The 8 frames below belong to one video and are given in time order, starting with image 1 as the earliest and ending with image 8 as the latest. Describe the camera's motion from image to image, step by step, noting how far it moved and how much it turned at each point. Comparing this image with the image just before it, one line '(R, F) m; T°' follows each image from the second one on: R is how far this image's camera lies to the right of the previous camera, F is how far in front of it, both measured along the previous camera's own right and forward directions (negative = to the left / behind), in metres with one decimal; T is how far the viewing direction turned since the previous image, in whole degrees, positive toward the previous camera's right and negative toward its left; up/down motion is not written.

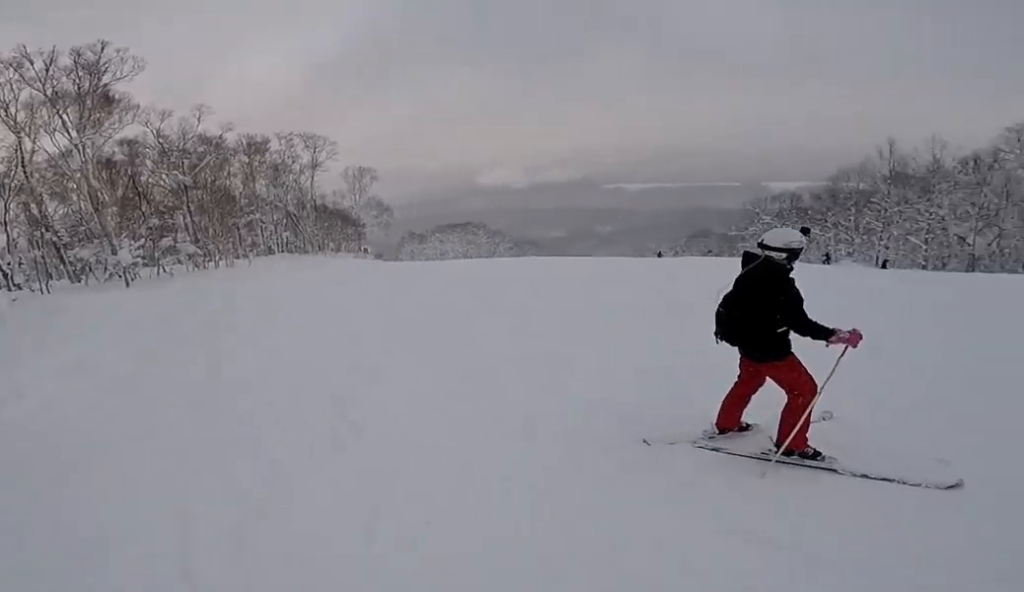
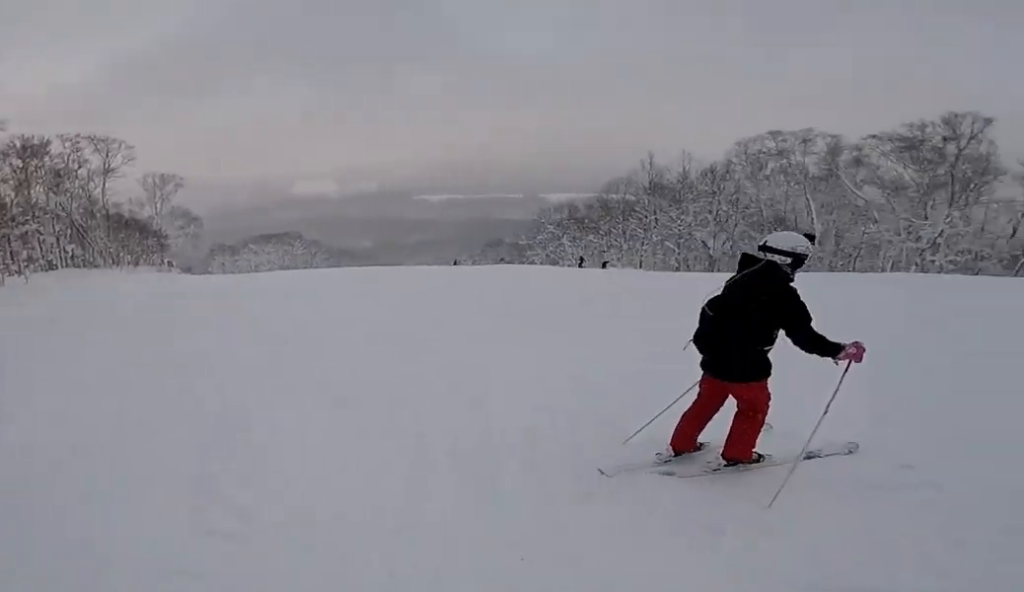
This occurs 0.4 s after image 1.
(+0.3, +1.1) m; +8°
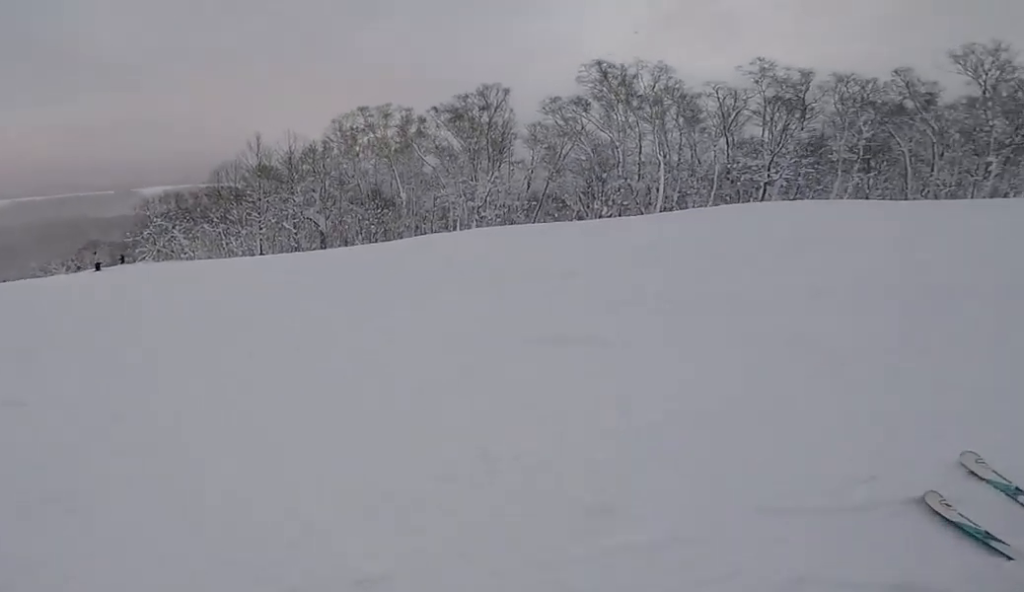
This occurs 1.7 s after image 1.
(+0.5, +3.9) m; +29°
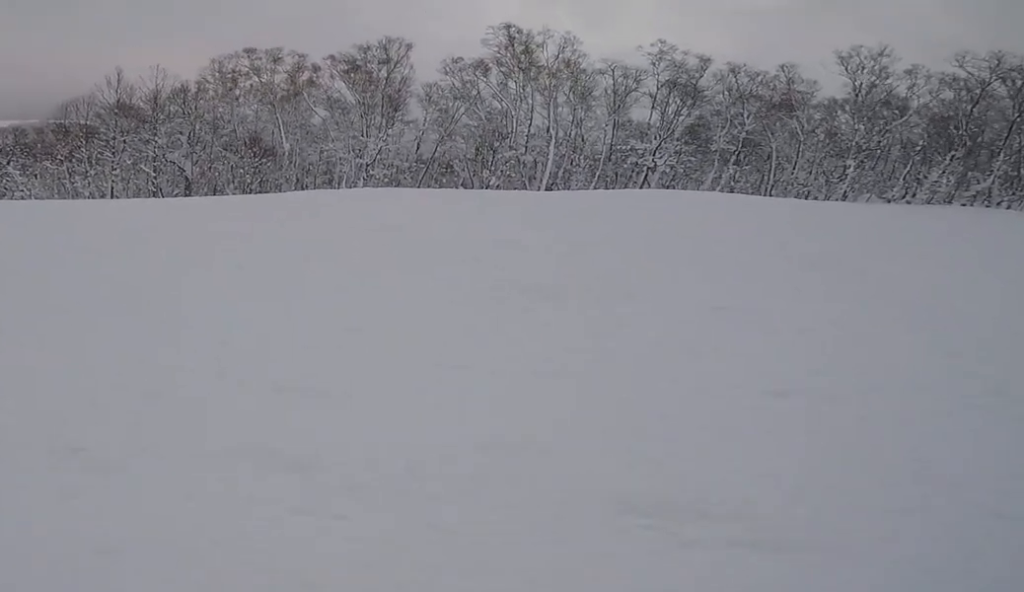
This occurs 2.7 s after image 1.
(+1.2, +3.1) m; +27°
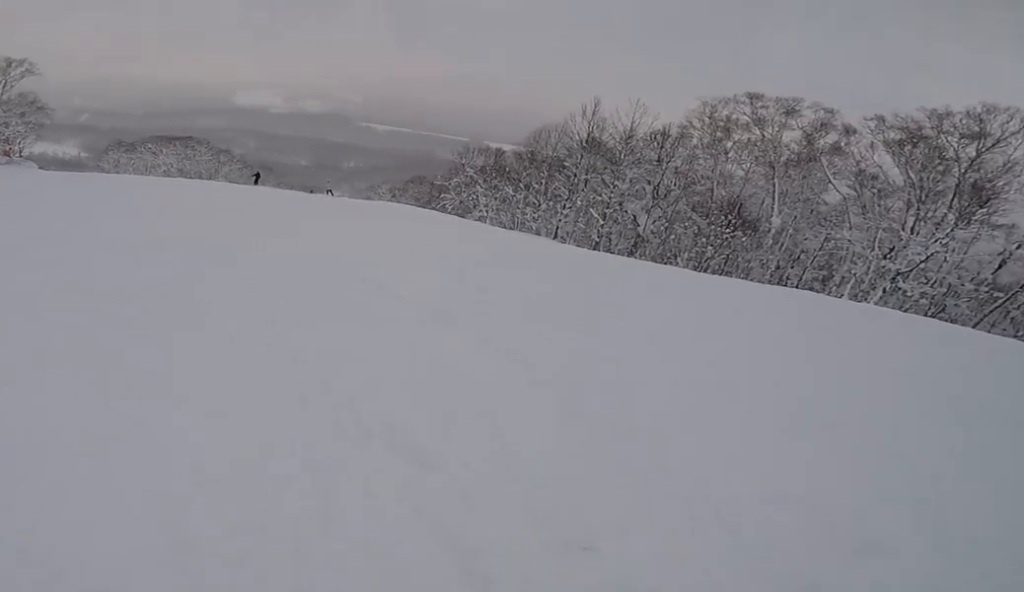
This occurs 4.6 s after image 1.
(-1.5, +6.0) m; -56°
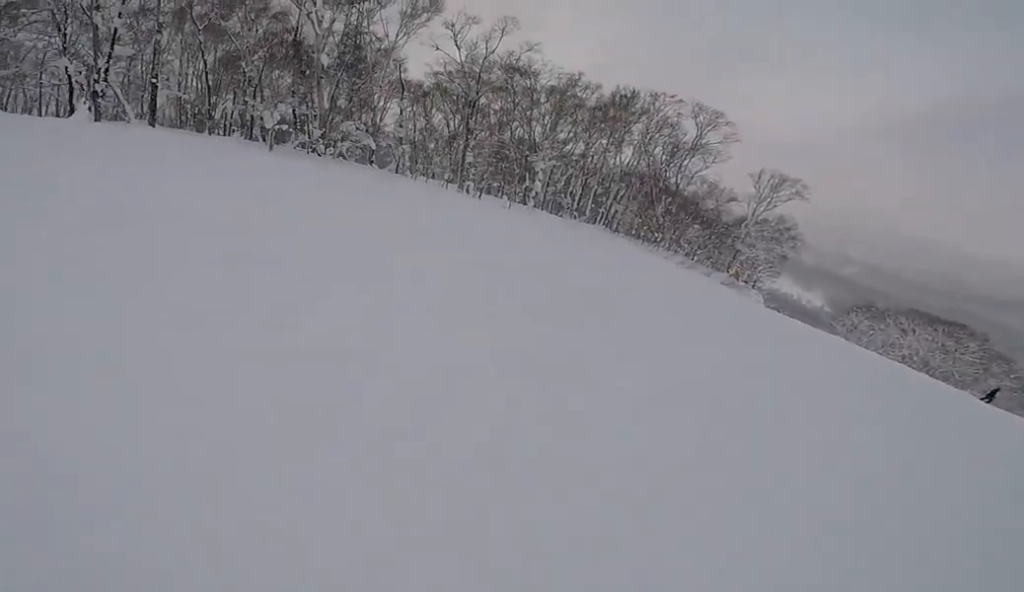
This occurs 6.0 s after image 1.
(-2.2, +5.0) m; -37°
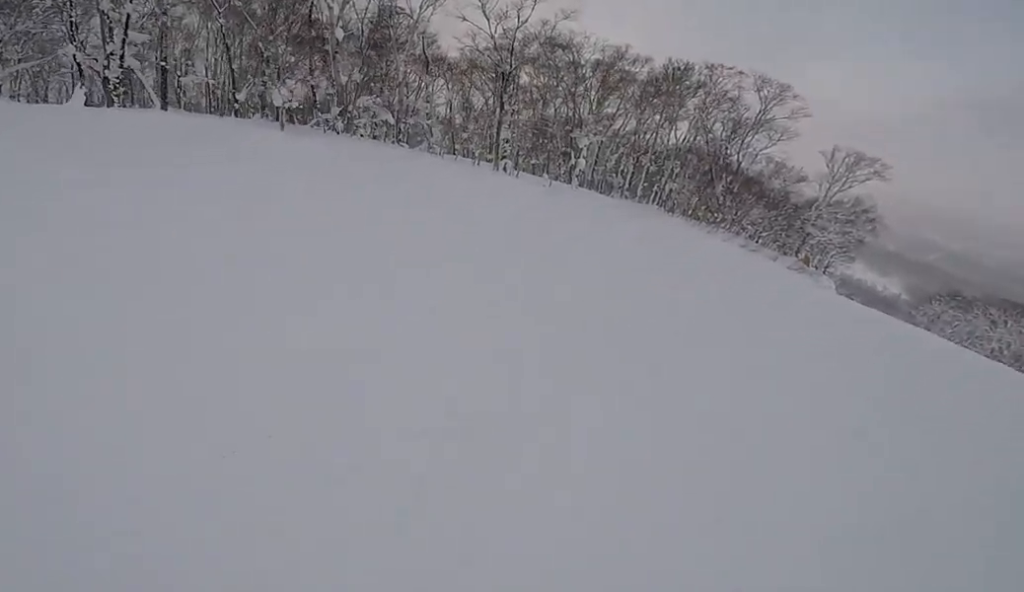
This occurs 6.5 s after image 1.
(-0.3, +2.2) m; -7°
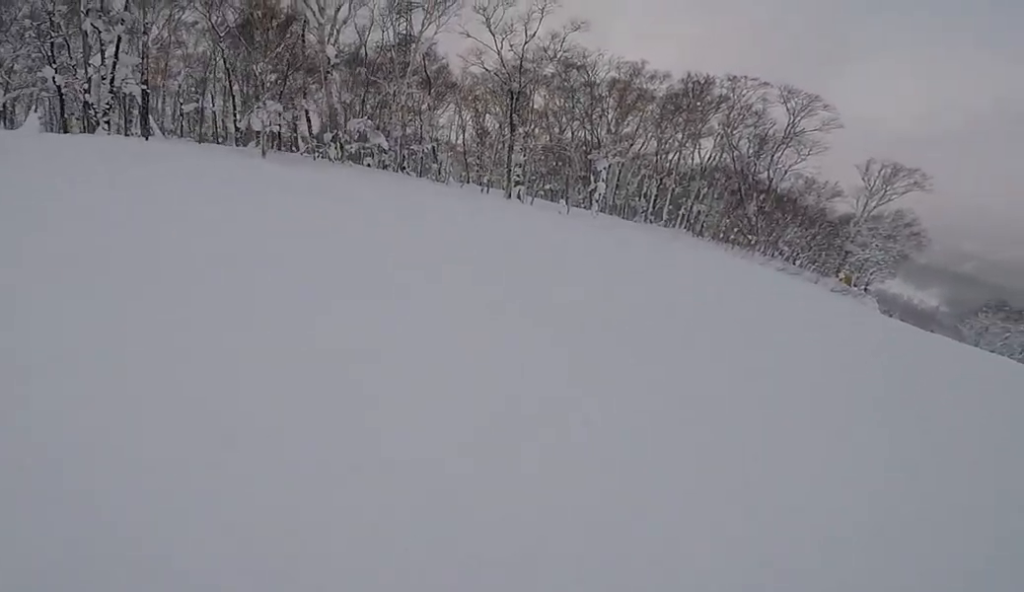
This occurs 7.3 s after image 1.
(-0.3, +3.6) m; -14°
